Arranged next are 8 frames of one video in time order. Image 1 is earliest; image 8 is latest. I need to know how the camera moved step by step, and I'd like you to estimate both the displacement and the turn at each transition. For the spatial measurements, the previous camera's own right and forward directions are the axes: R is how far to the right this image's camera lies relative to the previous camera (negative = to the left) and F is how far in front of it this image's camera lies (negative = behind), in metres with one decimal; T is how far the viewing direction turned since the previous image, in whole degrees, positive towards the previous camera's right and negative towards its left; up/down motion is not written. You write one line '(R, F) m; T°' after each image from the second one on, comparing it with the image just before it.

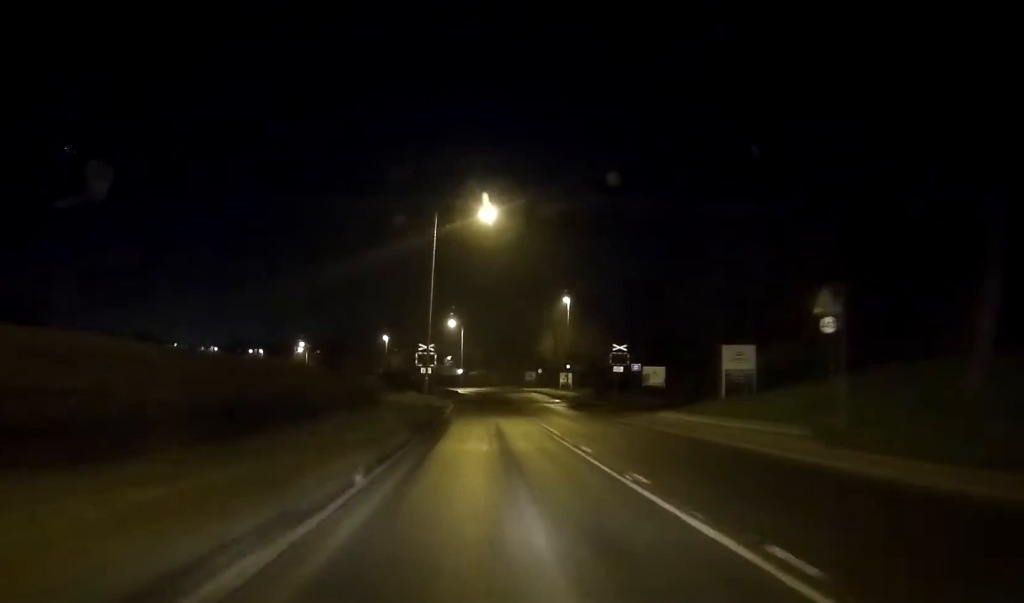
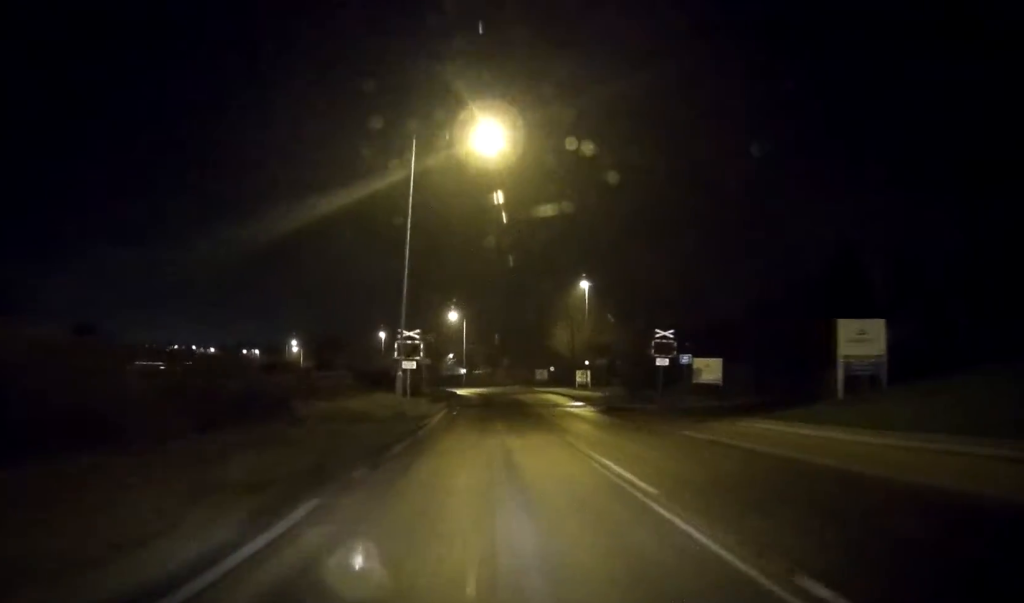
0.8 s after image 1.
(-0.1, +12.5) m; 0°
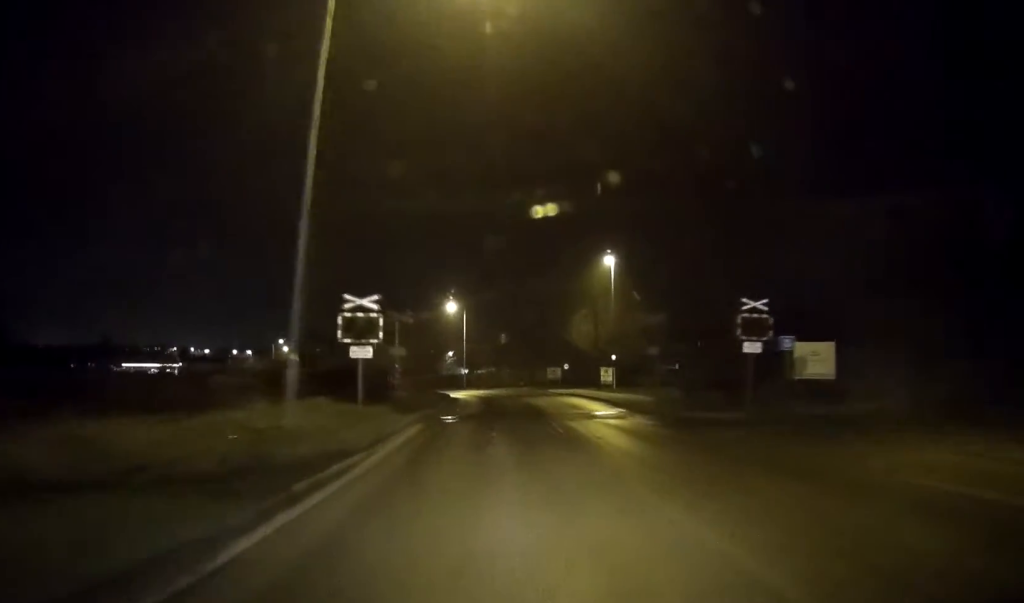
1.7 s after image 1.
(0.0, +13.3) m; -1°
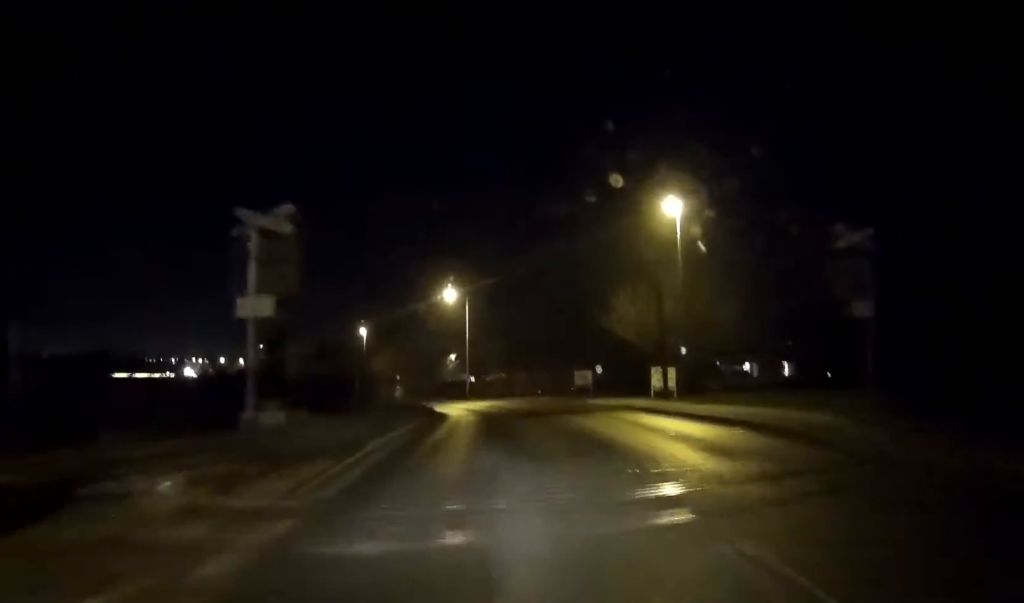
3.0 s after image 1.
(-0.2, +17.8) m; -1°
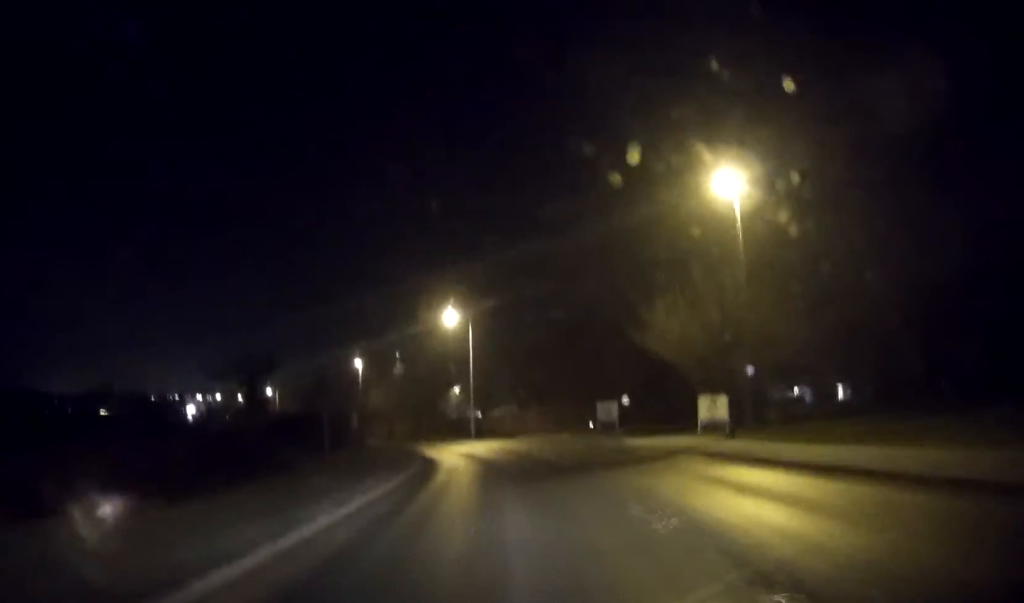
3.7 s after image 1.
(+0.1, +9.4) m; -1°
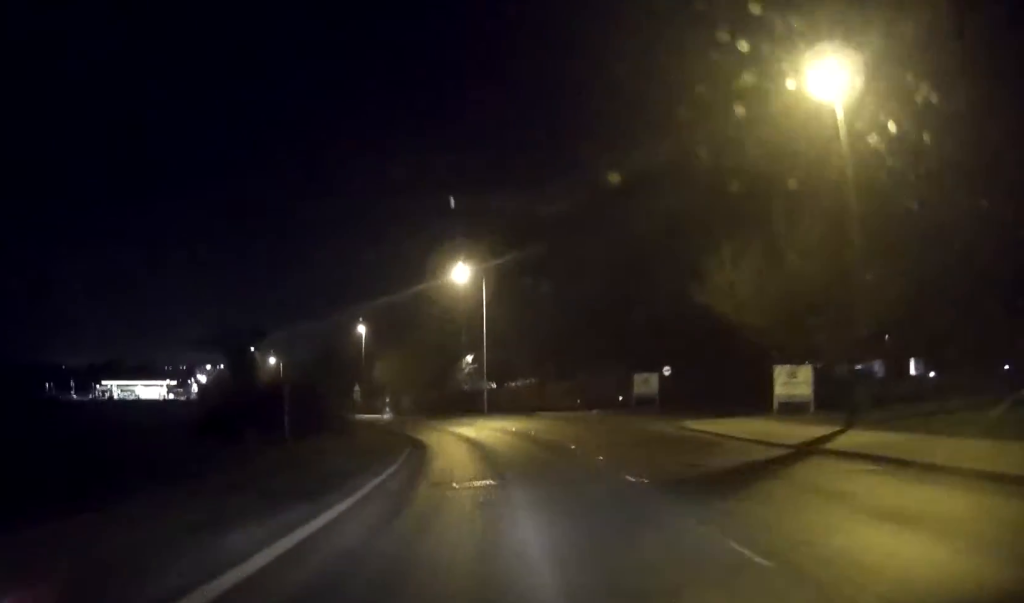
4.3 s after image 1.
(-0.2, +9.0) m; -2°
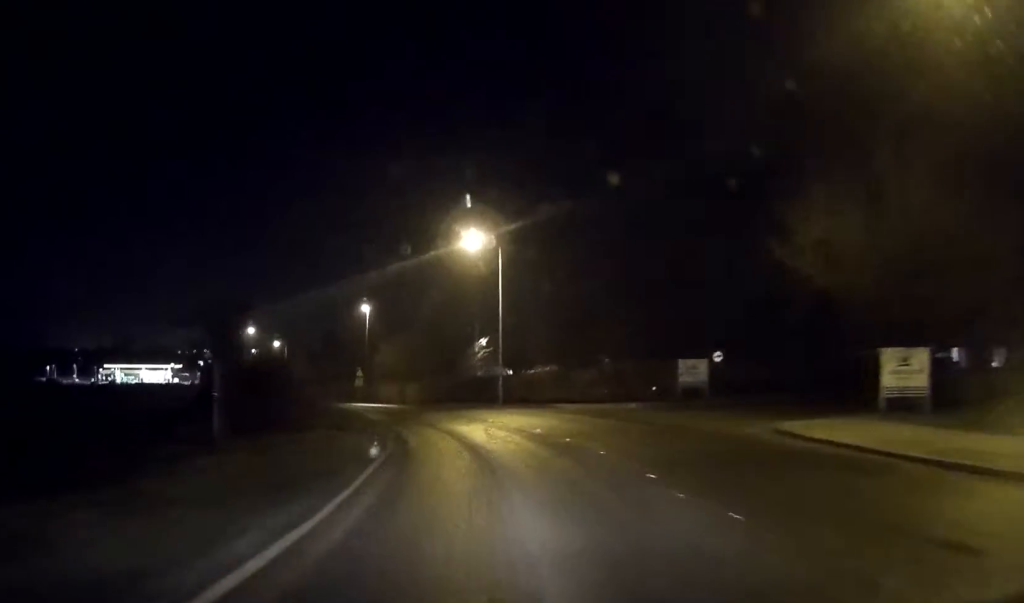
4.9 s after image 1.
(-0.1, +8.0) m; -2°
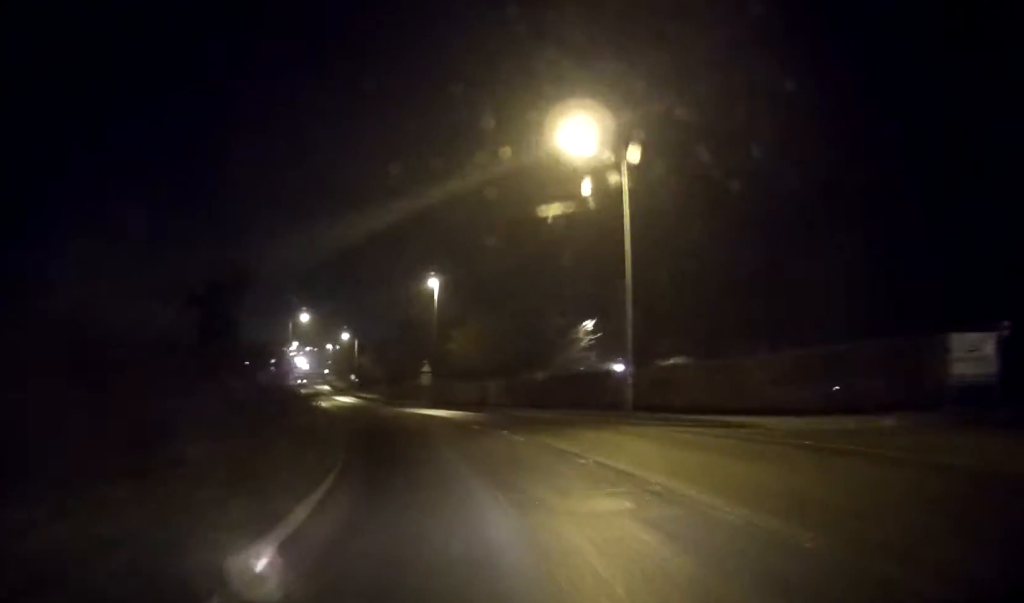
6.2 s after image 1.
(-1.1, +19.5) m; -8°
